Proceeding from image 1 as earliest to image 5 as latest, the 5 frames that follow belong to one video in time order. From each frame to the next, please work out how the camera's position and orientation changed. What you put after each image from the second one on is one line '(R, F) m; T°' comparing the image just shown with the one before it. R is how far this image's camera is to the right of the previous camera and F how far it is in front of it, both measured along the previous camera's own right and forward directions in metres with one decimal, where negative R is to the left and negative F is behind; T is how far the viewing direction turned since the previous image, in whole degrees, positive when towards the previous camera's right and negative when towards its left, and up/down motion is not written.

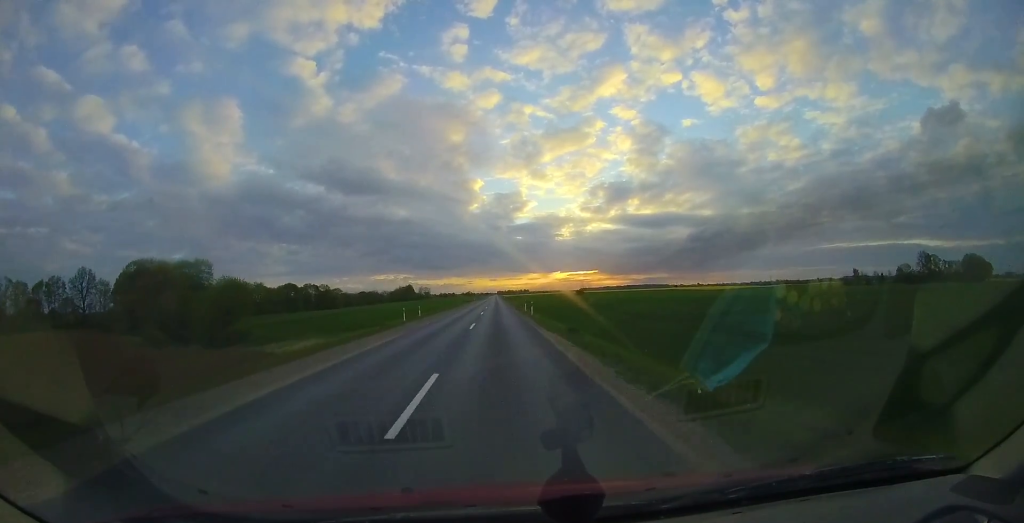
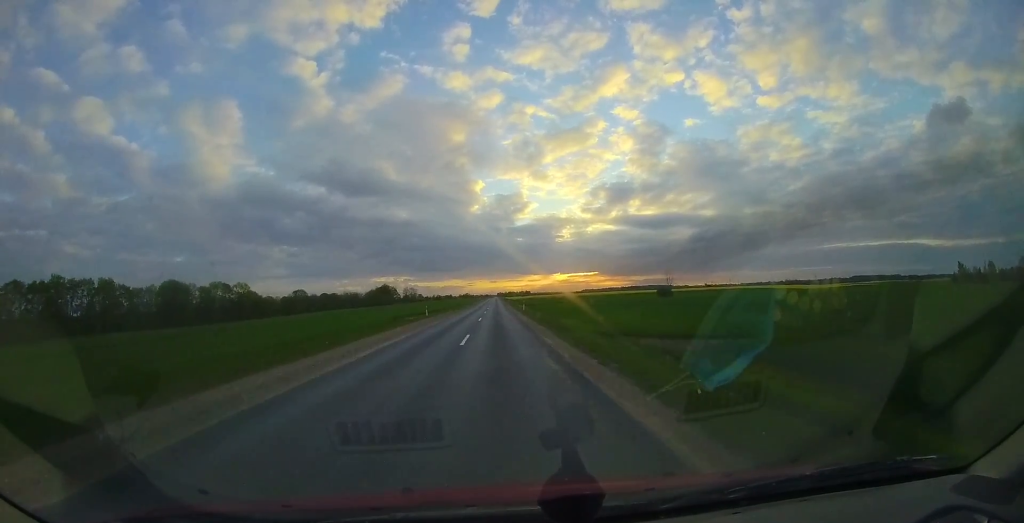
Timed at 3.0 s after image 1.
(+0.4, +77.1) m; 0°
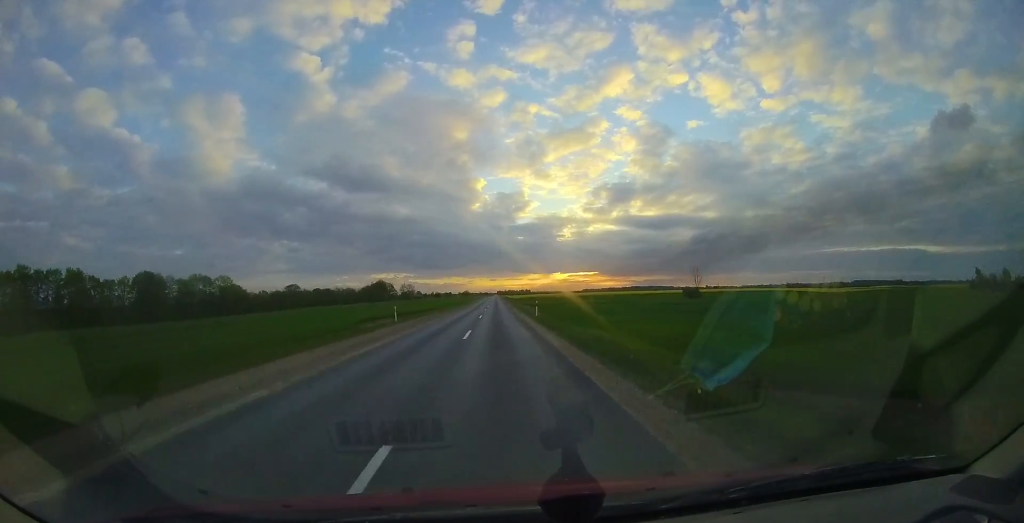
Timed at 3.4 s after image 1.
(0.0, +11.1) m; 0°
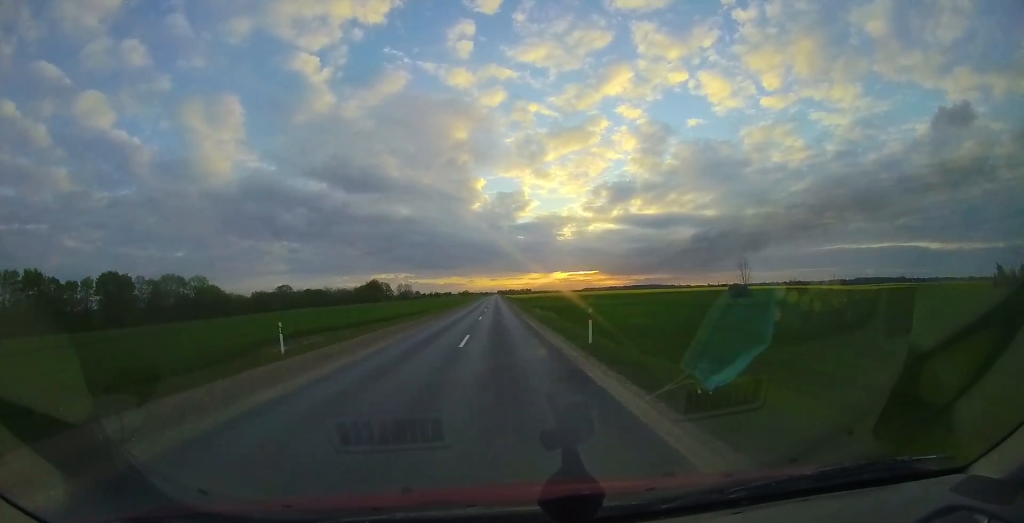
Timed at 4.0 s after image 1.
(0.0, +13.7) m; 0°
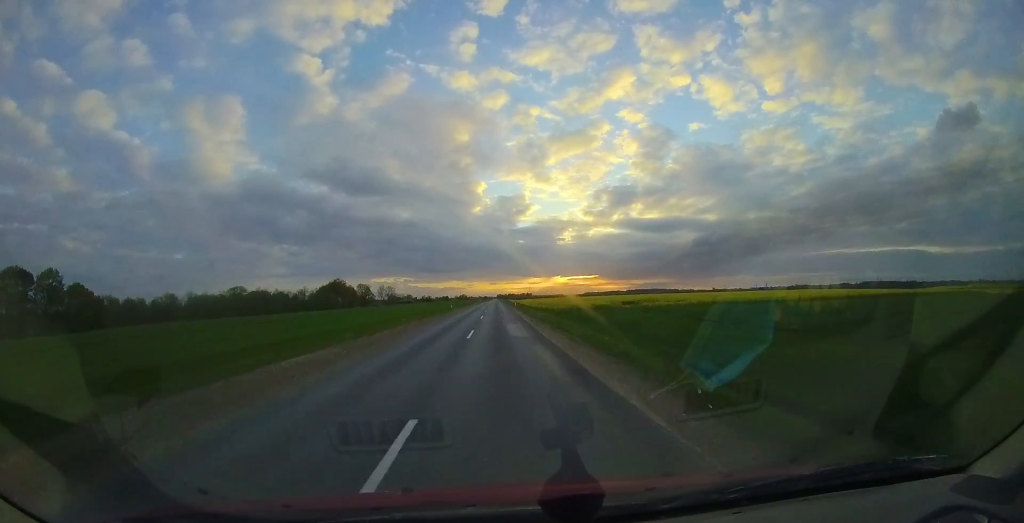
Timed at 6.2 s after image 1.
(-0.1, +57.2) m; +1°
